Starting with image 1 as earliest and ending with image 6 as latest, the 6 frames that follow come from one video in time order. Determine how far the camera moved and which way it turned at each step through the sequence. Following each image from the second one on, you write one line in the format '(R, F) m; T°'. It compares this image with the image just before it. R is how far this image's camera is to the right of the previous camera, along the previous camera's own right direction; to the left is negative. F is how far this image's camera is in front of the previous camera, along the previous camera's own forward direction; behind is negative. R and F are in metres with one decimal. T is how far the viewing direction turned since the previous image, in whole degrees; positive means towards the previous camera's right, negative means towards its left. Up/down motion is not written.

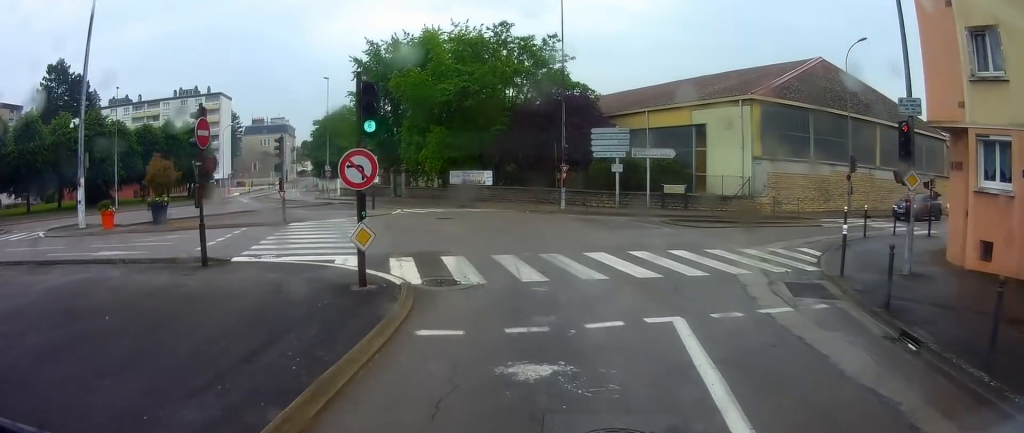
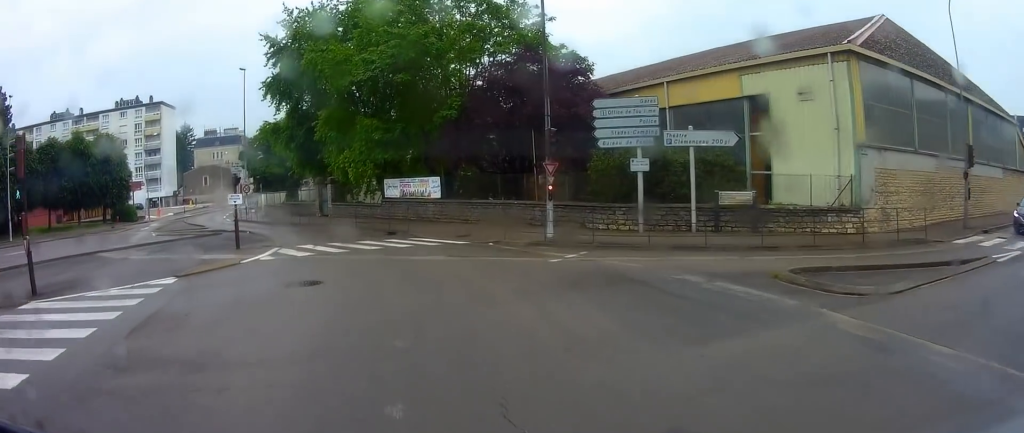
(+1.4, +12.3) m; +6°
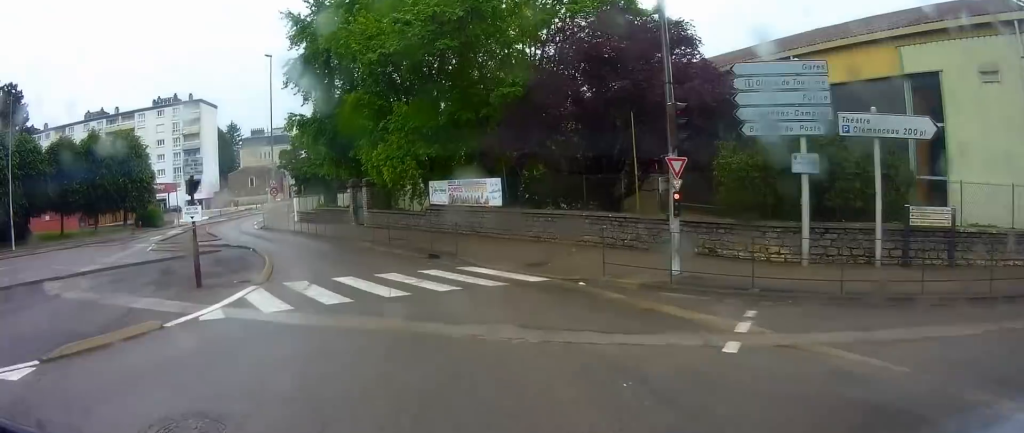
(-0.4, +6.2) m; -10°
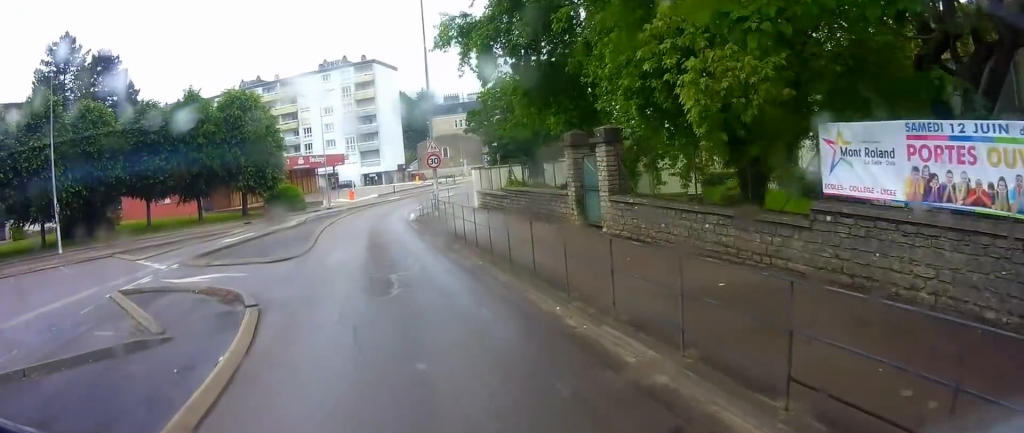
(-2.8, +16.1) m; -16°
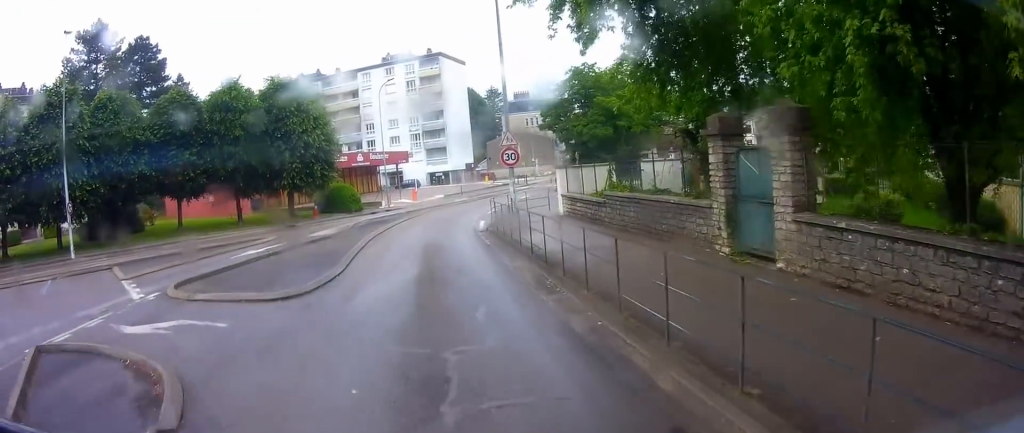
(0.0, +5.0) m; -9°
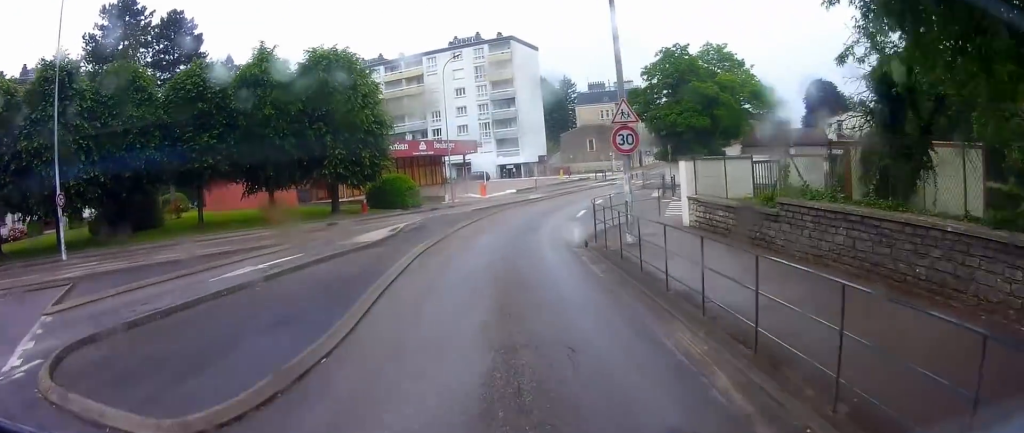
(-0.9, +6.2) m; -7°
